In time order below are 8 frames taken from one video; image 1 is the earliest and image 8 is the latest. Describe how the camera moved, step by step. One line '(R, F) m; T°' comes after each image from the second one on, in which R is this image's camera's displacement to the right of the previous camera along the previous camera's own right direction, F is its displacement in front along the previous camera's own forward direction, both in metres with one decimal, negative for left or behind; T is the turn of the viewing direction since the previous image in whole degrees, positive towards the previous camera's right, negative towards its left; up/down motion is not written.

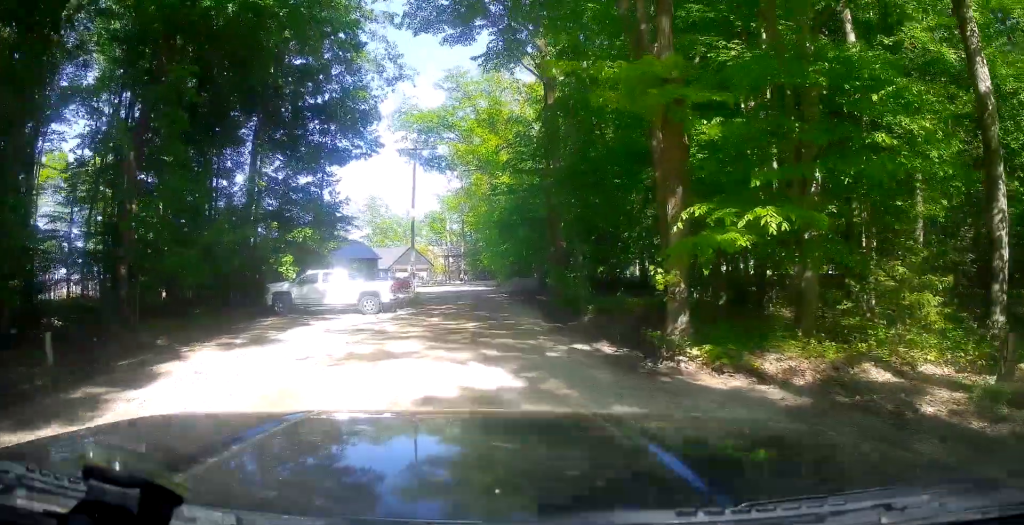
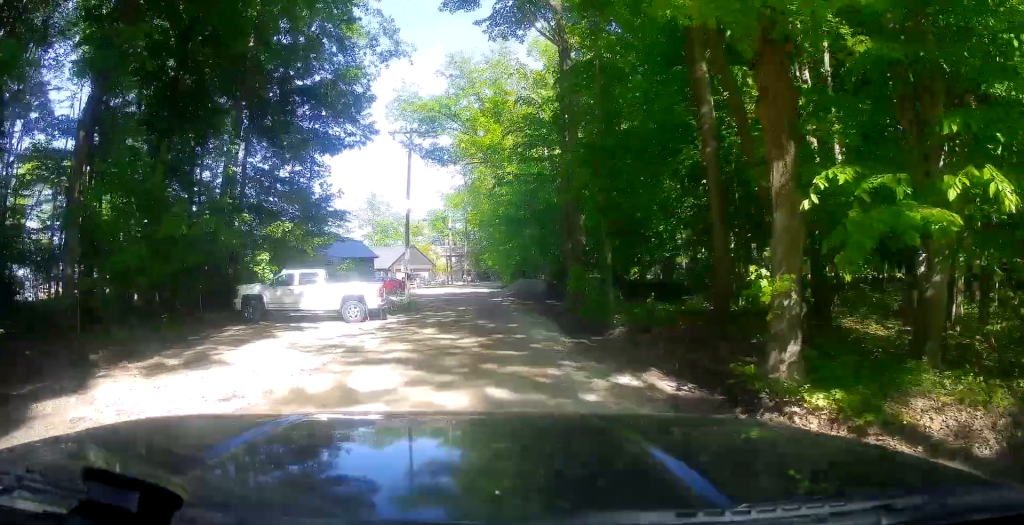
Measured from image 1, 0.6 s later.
(+0.3, +3.6) m; 0°
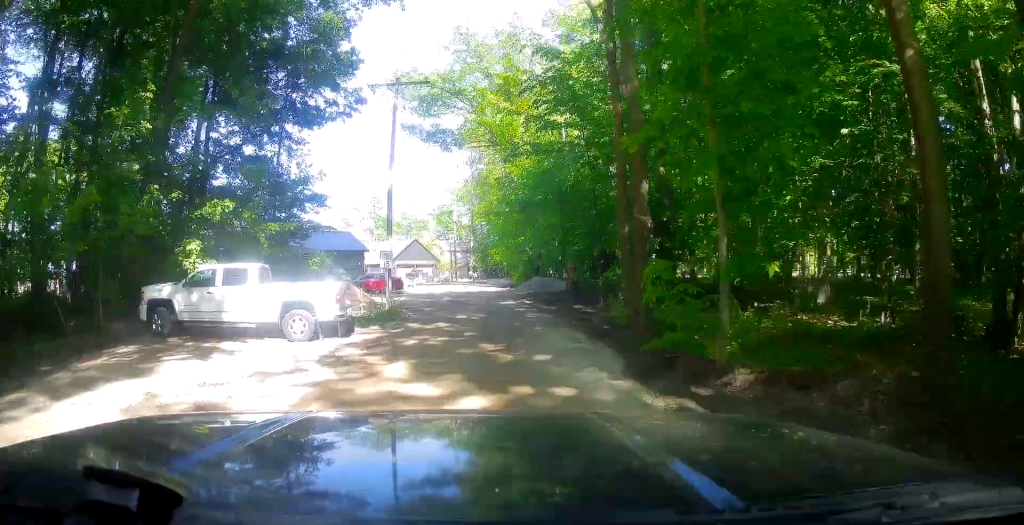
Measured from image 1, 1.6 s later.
(-0.2, +6.7) m; 0°
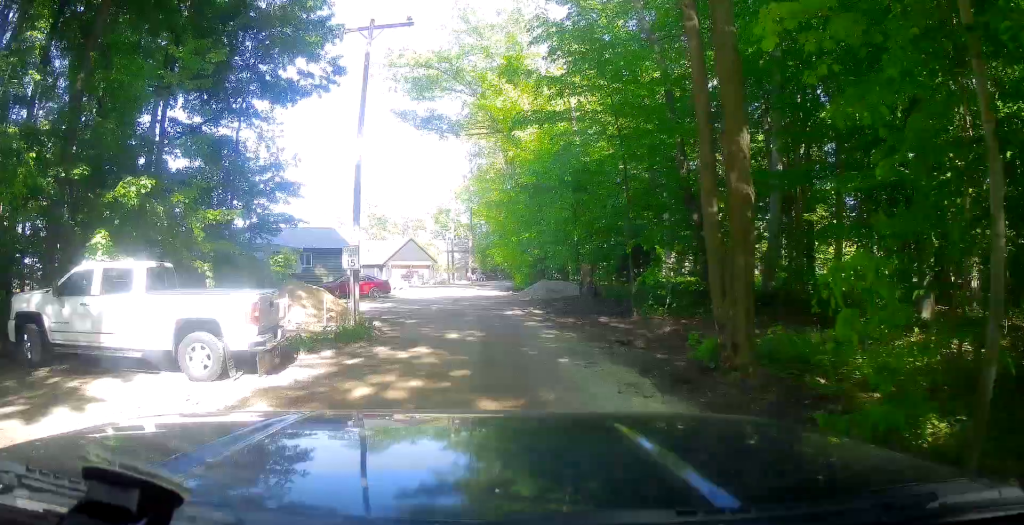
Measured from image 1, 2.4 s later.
(+0.1, +5.0) m; -2°
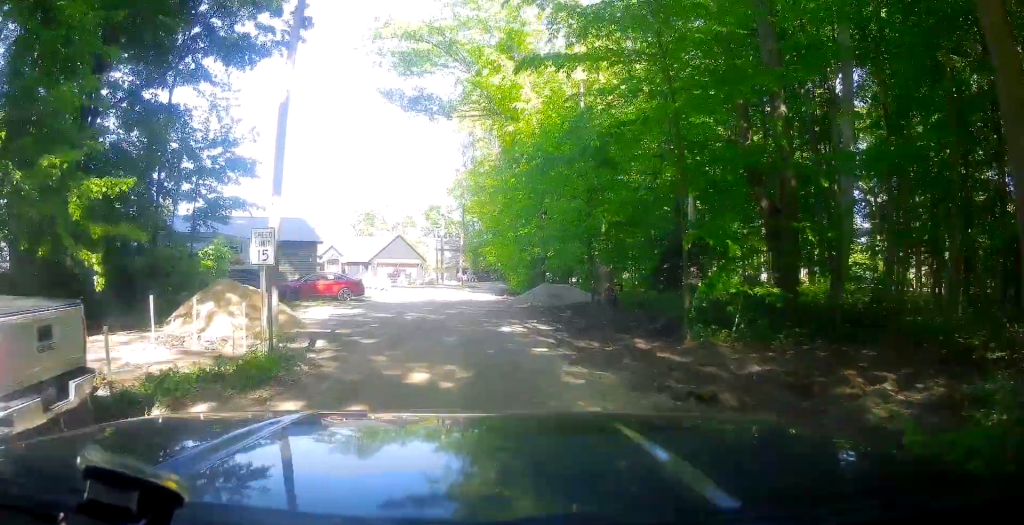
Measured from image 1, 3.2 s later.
(0.0, +5.4) m; -3°
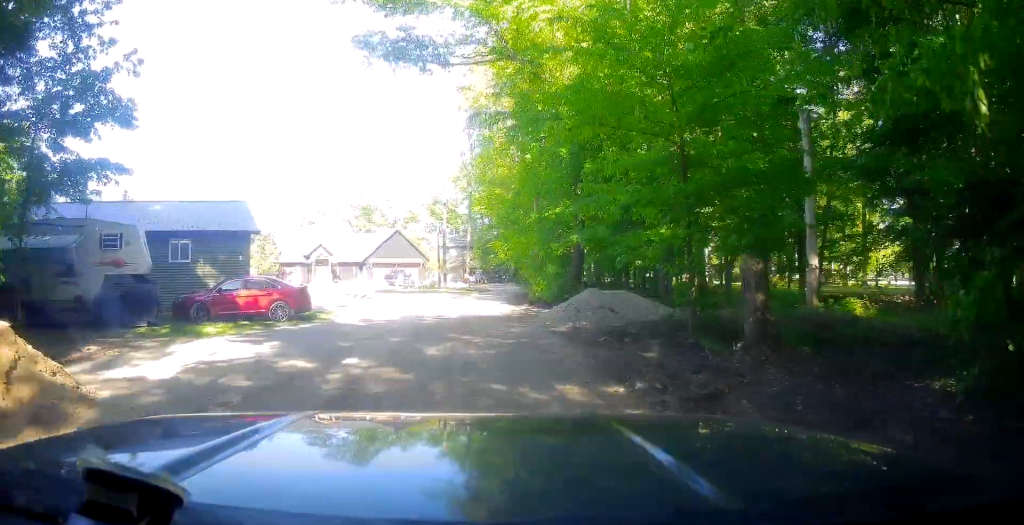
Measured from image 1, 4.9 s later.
(-0.1, +11.1) m; -5°
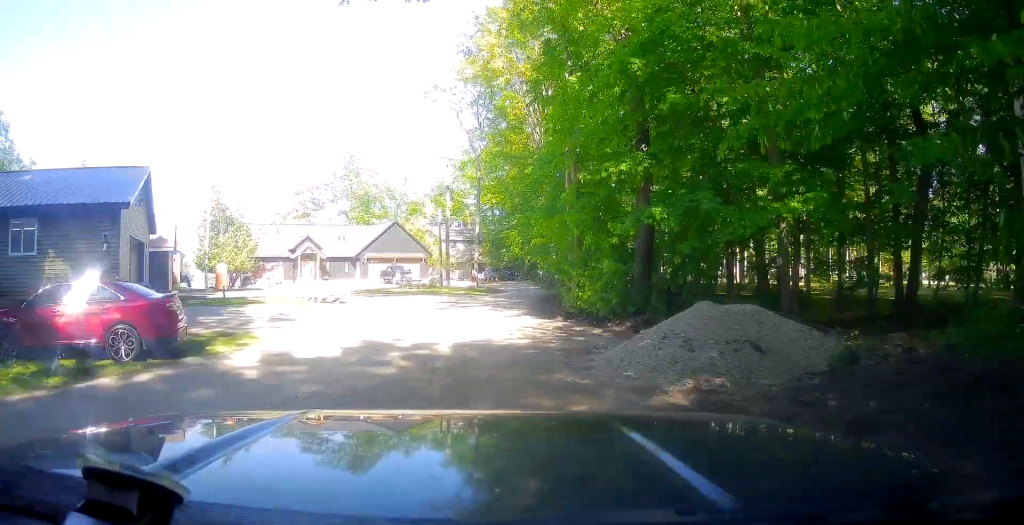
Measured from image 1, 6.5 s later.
(-0.1, +9.5) m; +7°
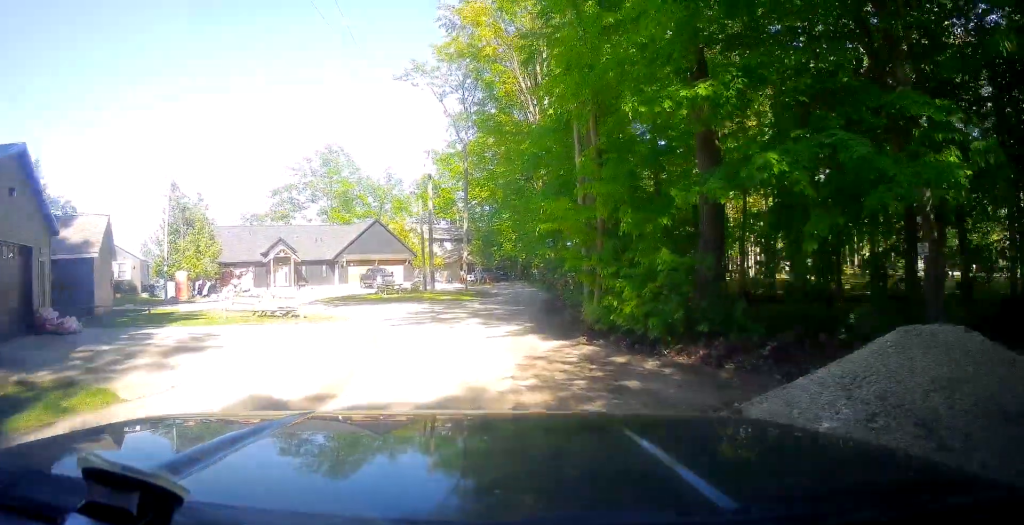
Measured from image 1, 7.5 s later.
(+0.2, +6.0) m; +3°
